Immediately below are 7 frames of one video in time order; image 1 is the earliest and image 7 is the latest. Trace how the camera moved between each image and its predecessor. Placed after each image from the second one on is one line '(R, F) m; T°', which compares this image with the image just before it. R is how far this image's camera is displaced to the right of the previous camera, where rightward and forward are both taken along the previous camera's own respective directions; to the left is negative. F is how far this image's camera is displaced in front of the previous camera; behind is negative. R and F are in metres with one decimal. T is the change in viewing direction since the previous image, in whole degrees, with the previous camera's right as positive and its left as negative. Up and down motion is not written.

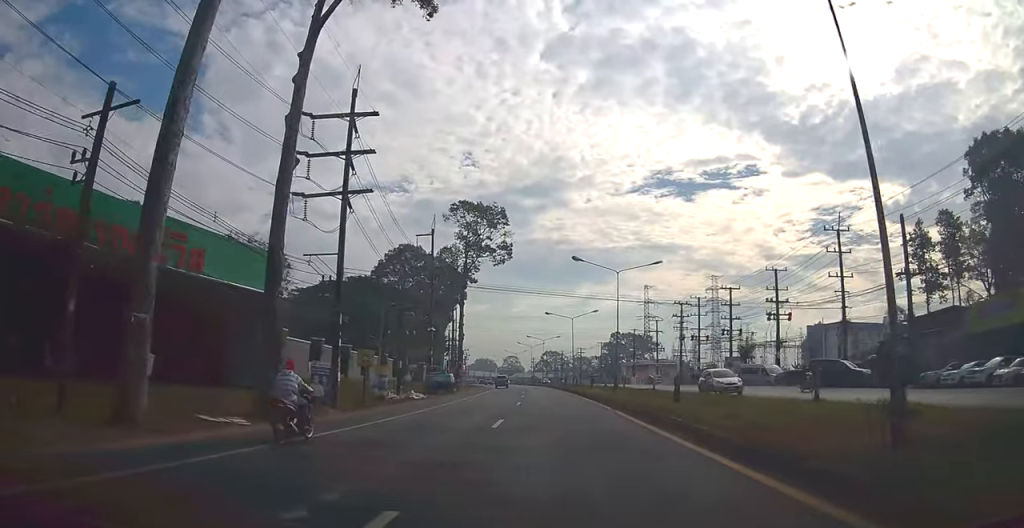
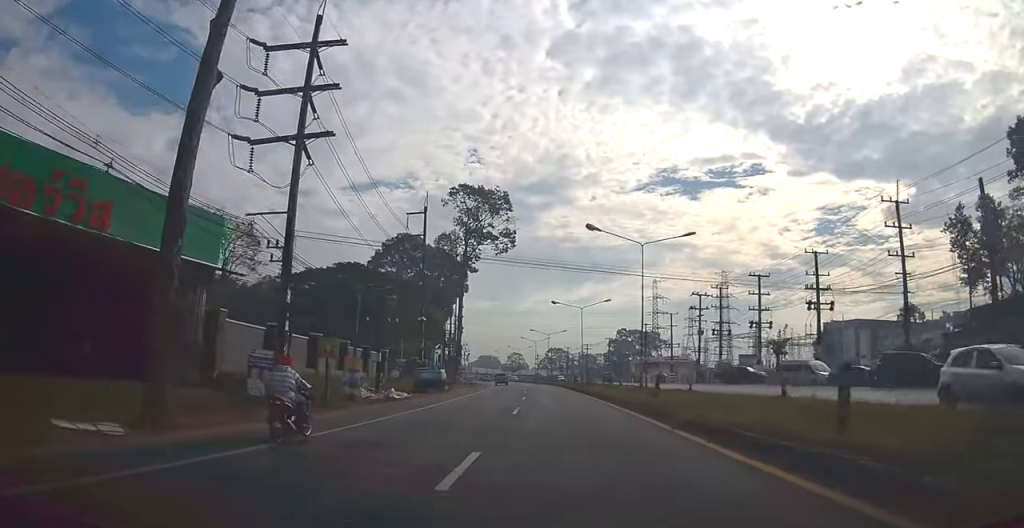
(0.0, +8.1) m; 0°
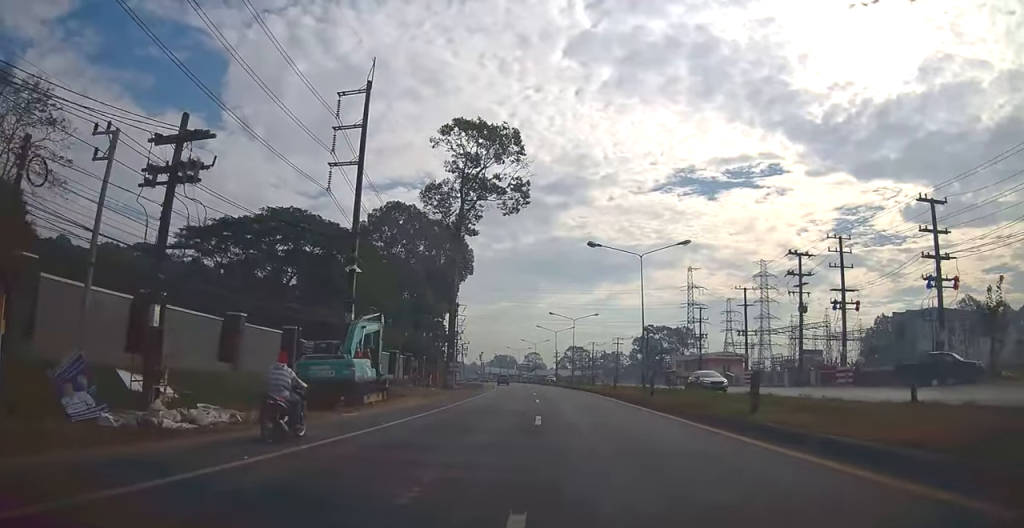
(+0.1, +28.9) m; 0°
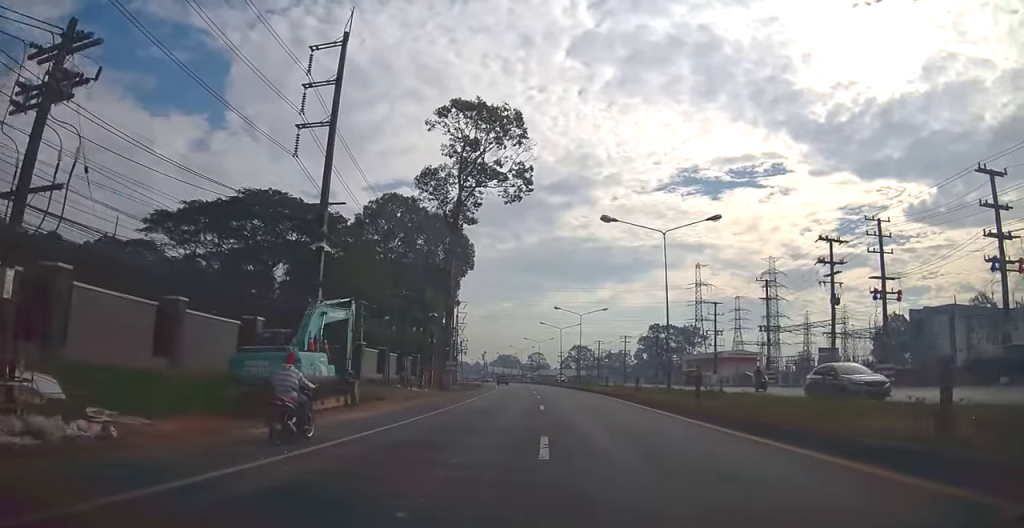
(+0.1, +6.1) m; 0°
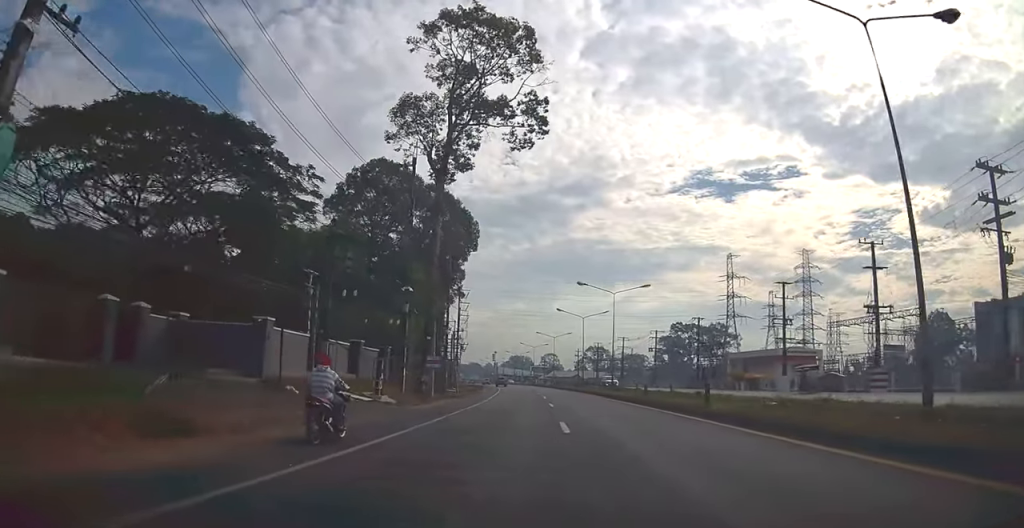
(-0.6, +20.5) m; -2°
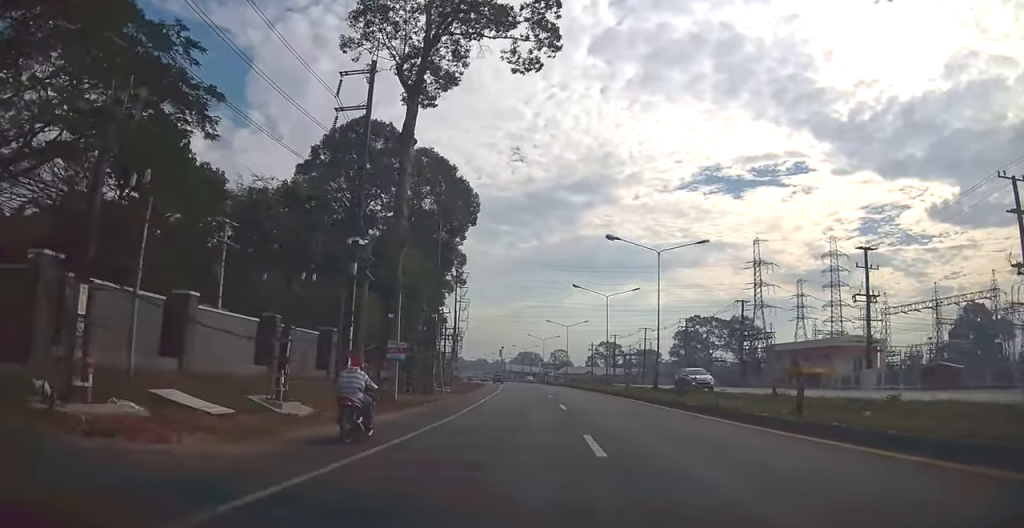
(-0.1, +16.5) m; -1°
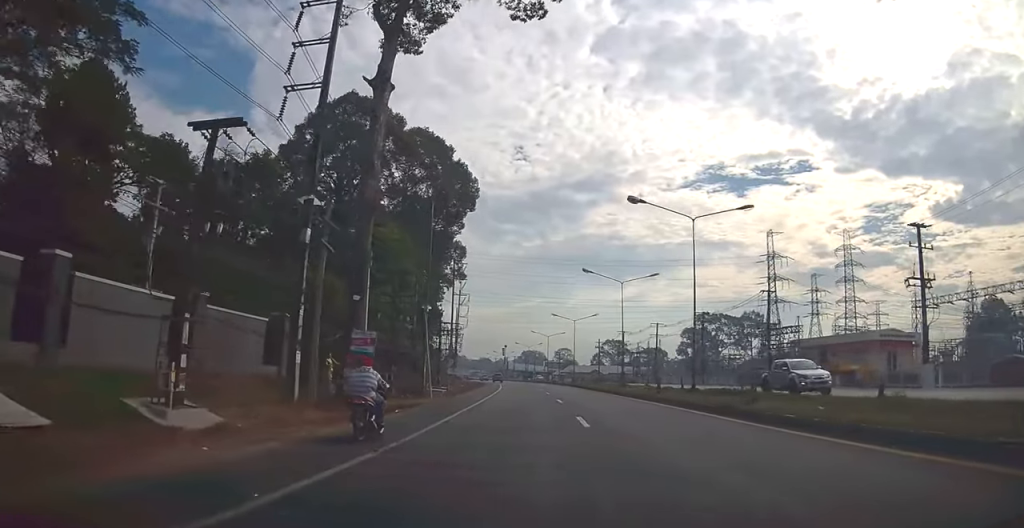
(0.0, +7.7) m; -1°
